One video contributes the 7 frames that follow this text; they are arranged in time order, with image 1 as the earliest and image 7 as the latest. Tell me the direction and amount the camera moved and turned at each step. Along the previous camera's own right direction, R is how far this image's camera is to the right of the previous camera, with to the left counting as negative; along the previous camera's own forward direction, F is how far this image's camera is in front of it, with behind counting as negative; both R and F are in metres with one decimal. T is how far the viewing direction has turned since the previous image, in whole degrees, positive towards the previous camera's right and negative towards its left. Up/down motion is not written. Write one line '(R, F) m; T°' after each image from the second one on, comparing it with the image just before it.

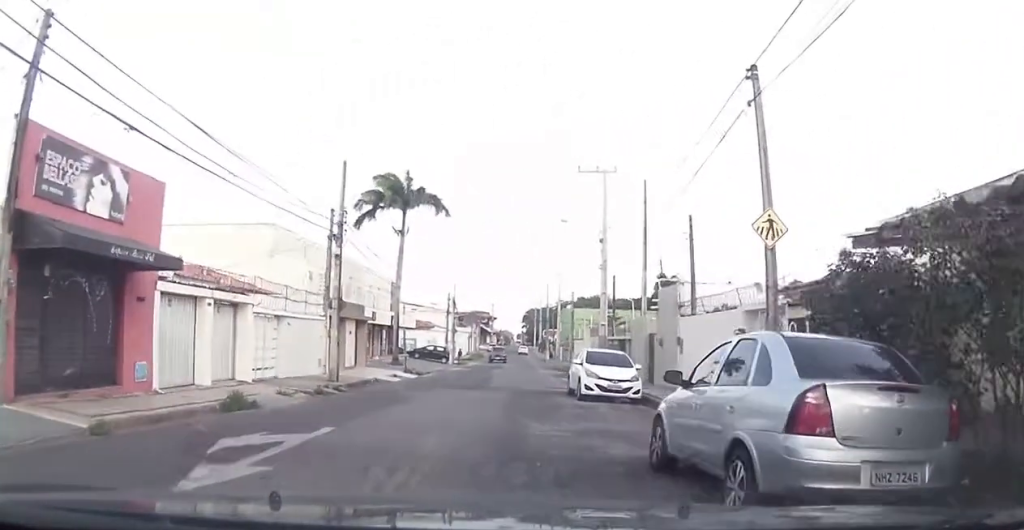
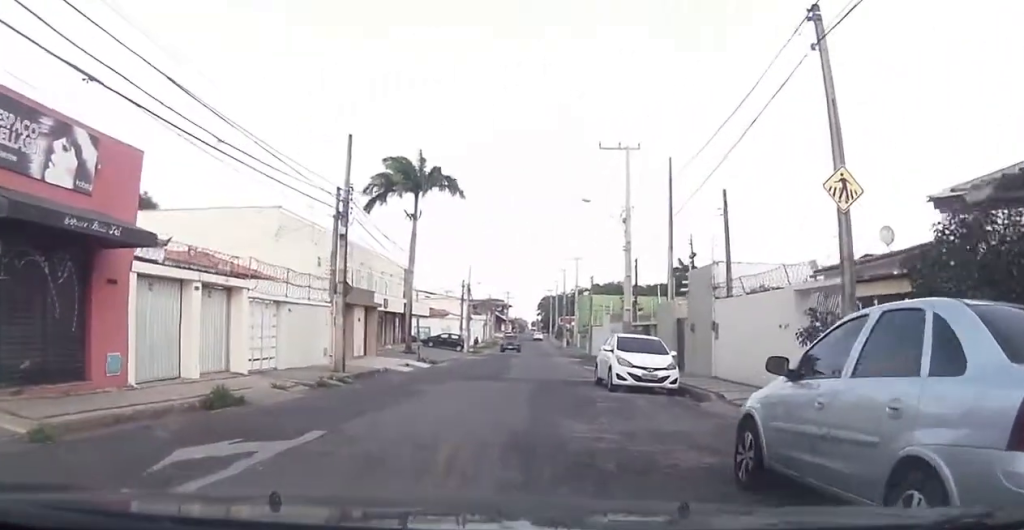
(+0.3, +2.1) m; -2°
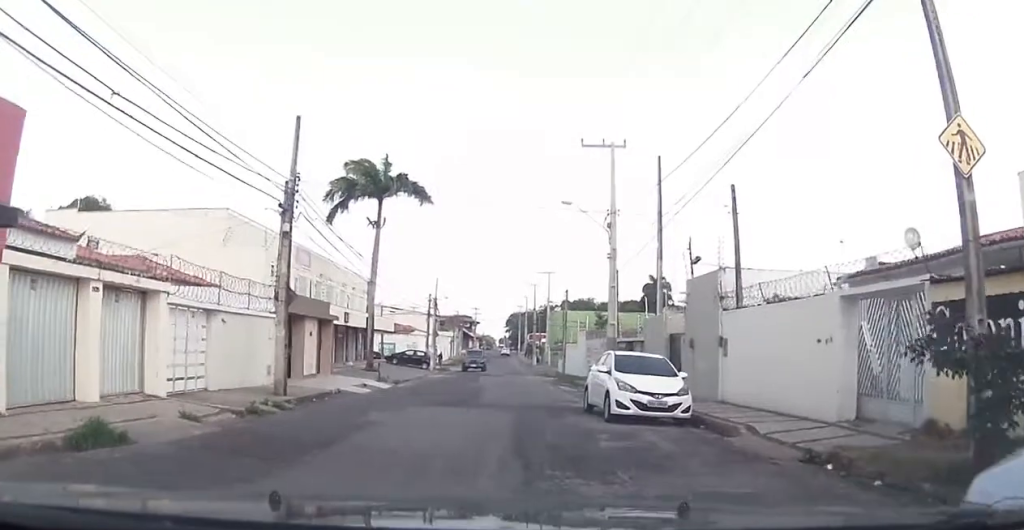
(-0.3, +3.2) m; +3°
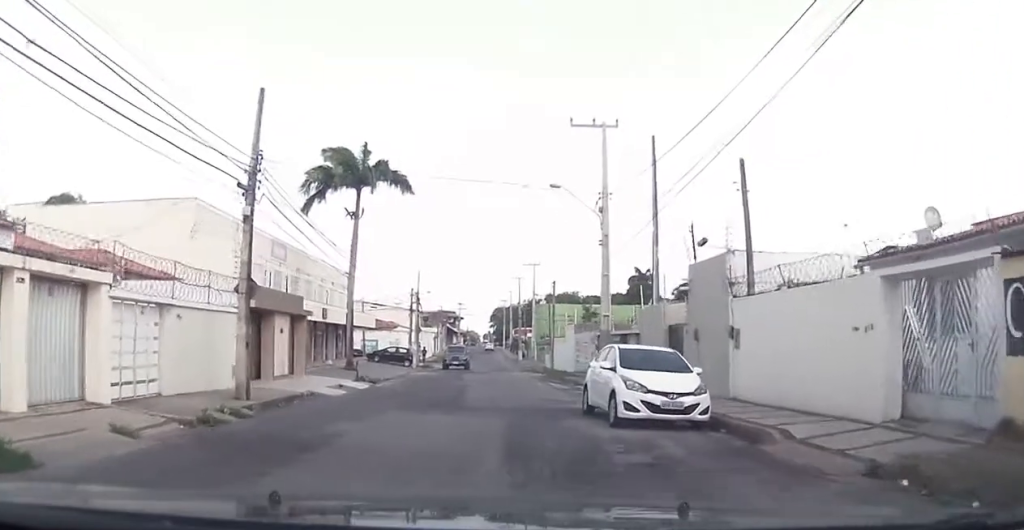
(+0.3, +1.7) m; +2°
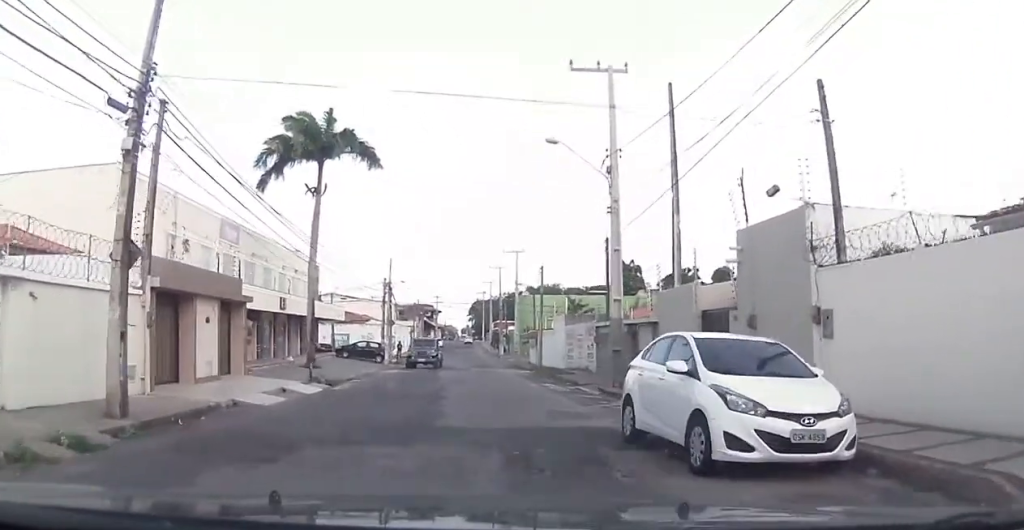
(-0.2, +4.8) m; +2°
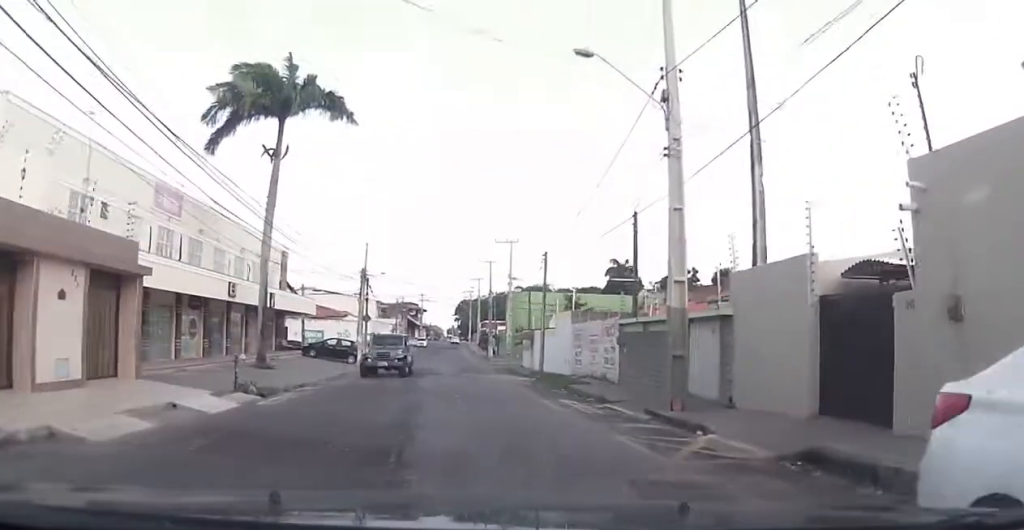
(+0.6, +6.3) m; +7°
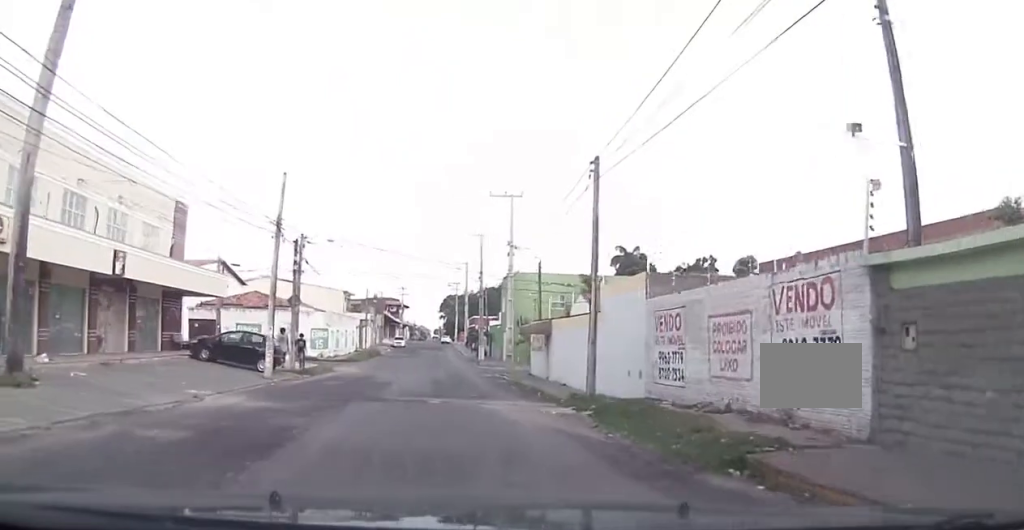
(-0.7, +16.7) m; -5°
